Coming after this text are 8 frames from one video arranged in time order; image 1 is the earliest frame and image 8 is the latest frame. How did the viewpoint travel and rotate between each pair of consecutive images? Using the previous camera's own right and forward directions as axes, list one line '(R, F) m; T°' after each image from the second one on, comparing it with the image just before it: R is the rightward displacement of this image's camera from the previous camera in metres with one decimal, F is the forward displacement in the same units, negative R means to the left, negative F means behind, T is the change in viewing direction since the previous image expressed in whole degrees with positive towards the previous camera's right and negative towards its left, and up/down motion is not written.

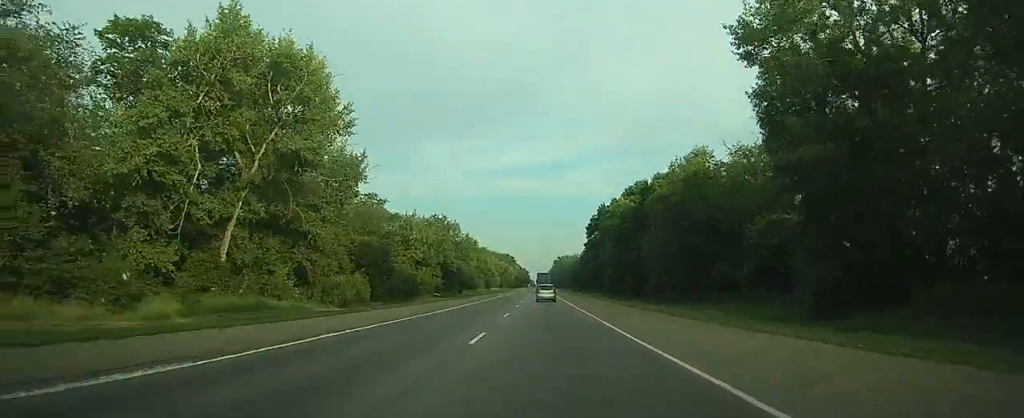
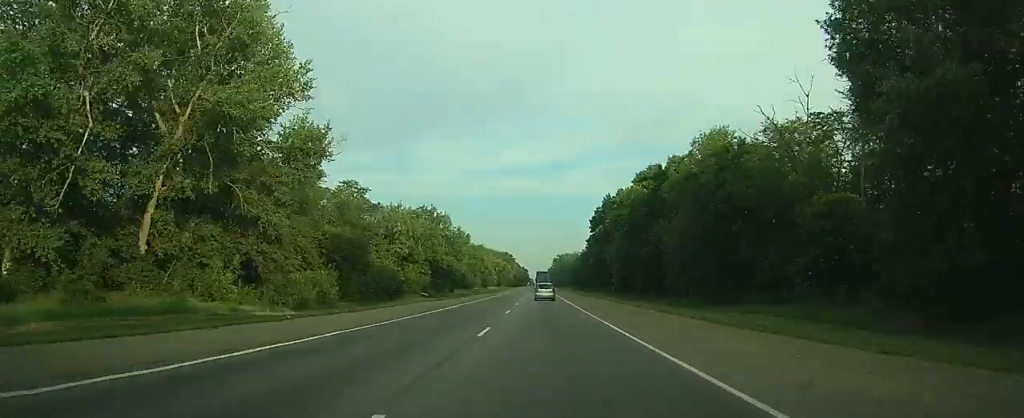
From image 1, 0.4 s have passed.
(0.0, +10.0) m; 0°
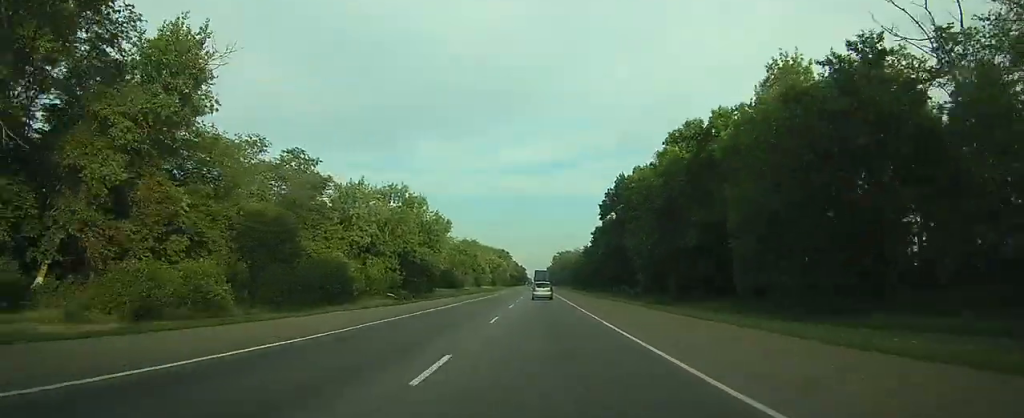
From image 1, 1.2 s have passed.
(0.0, +19.3) m; 0°
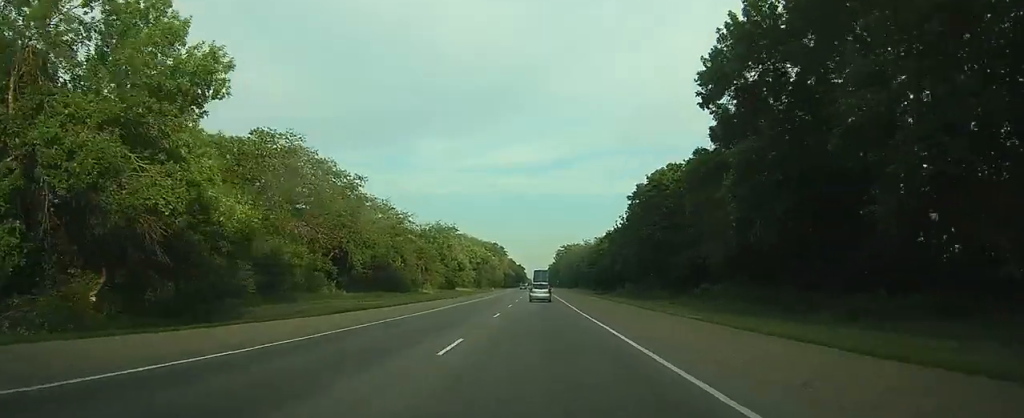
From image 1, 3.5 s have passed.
(0.0, +58.0) m; 0°
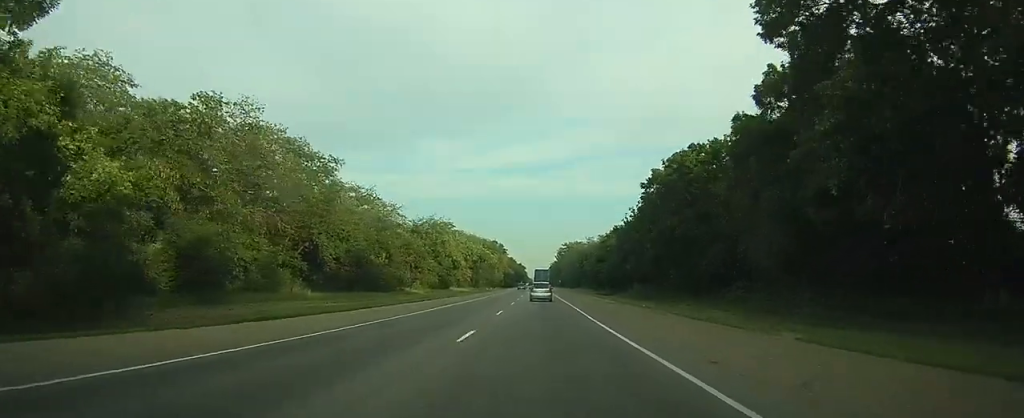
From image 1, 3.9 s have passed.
(0.0, +10.0) m; 0°
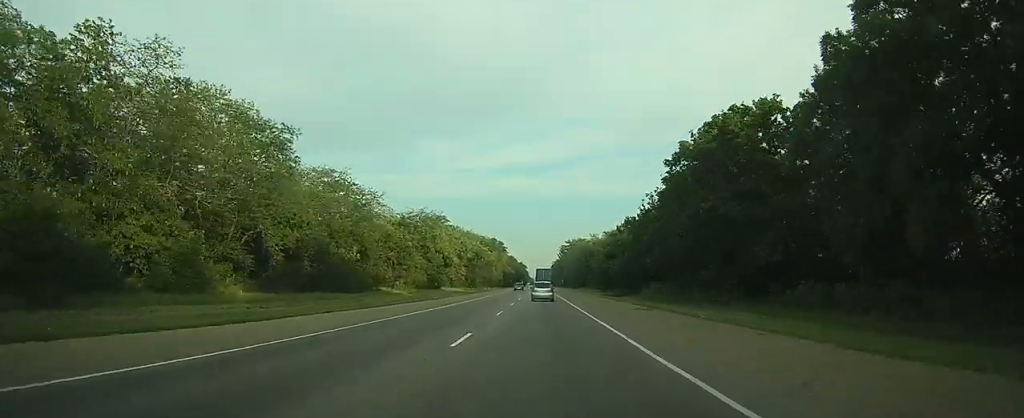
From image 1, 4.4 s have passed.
(0.0, +13.4) m; 0°
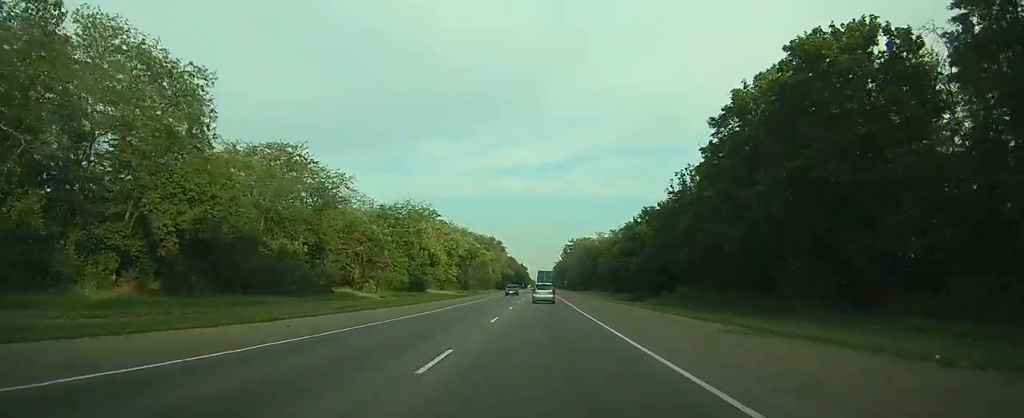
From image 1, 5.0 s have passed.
(0.0, +15.9) m; 0°
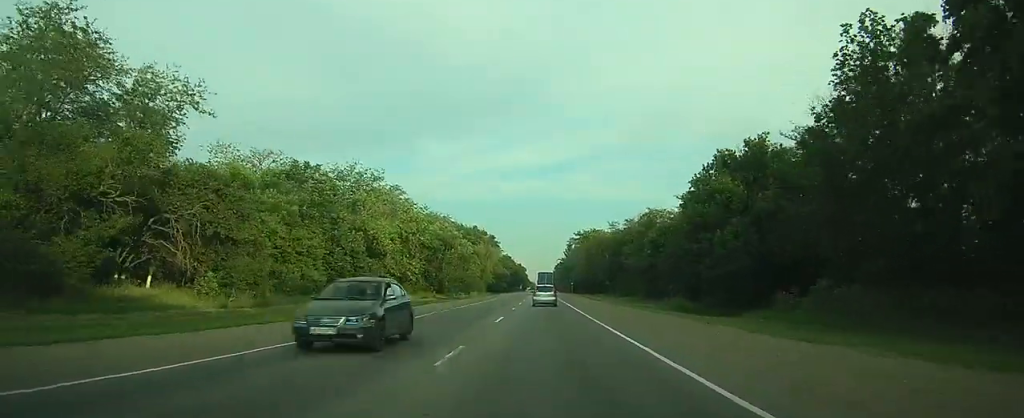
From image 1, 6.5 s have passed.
(-0.3, +35.8) m; -1°
